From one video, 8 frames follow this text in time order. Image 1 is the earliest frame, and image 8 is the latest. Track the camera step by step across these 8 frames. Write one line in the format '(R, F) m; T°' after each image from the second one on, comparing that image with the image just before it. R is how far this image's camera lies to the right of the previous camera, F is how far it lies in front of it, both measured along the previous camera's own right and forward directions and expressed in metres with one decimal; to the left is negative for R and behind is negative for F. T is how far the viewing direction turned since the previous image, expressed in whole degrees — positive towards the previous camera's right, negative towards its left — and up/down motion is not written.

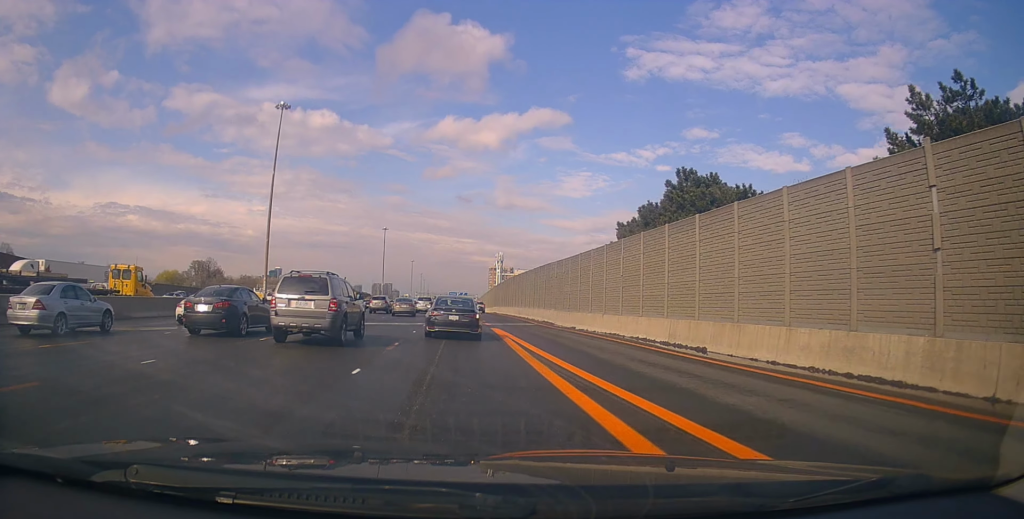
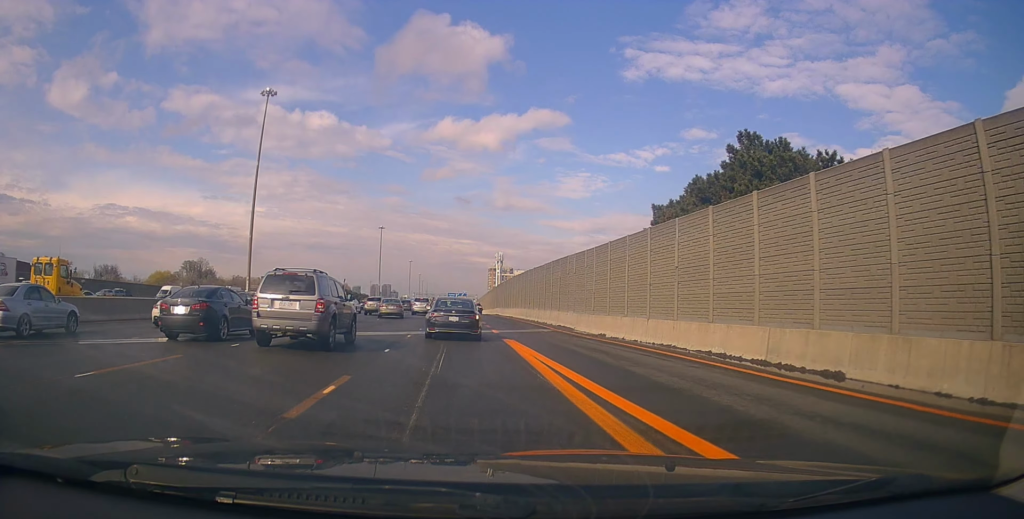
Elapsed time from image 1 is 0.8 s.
(0.0, +7.9) m; 0°
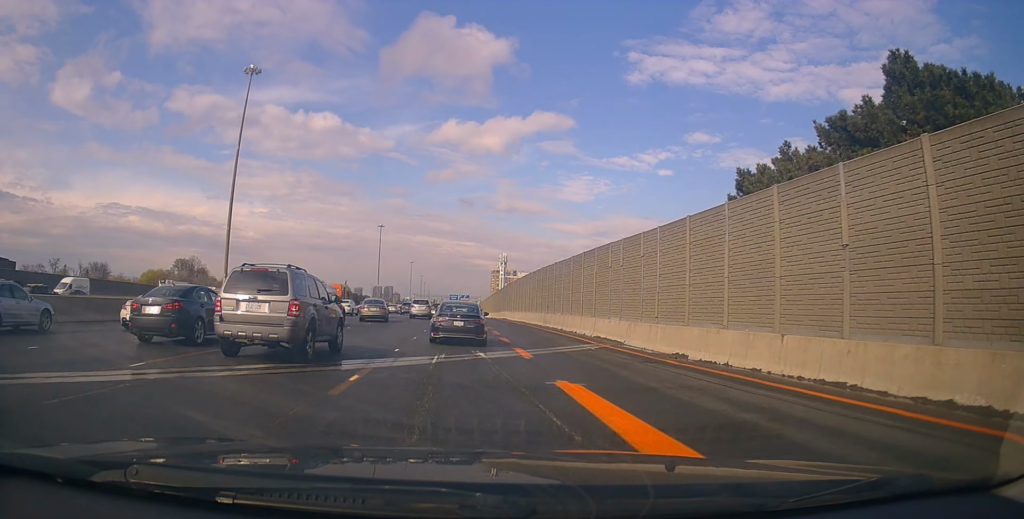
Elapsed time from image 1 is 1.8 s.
(-0.1, +10.6) m; -1°
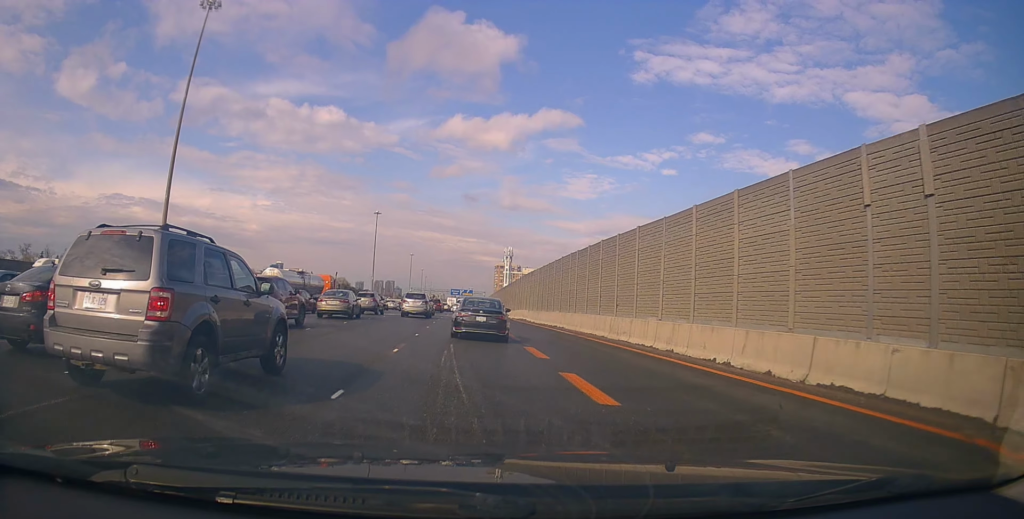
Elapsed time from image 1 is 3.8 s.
(+0.1, +20.0) m; +2°
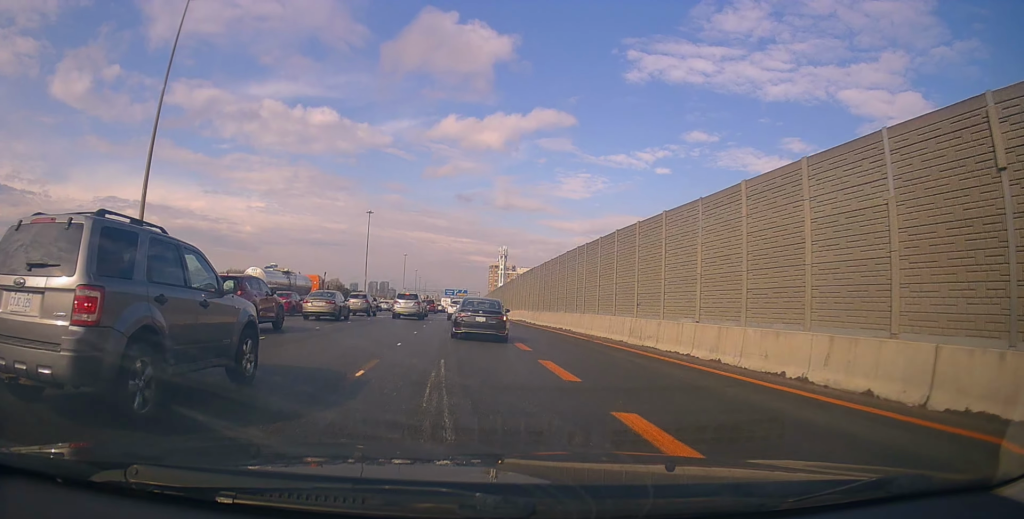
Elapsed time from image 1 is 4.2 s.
(0.0, +4.1) m; +1°
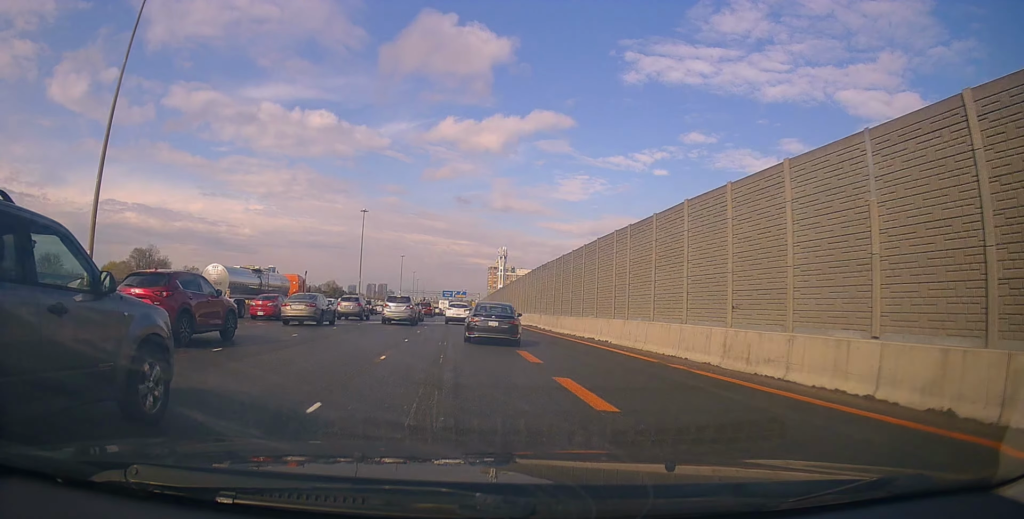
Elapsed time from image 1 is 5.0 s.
(+0.2, +9.0) m; +2°
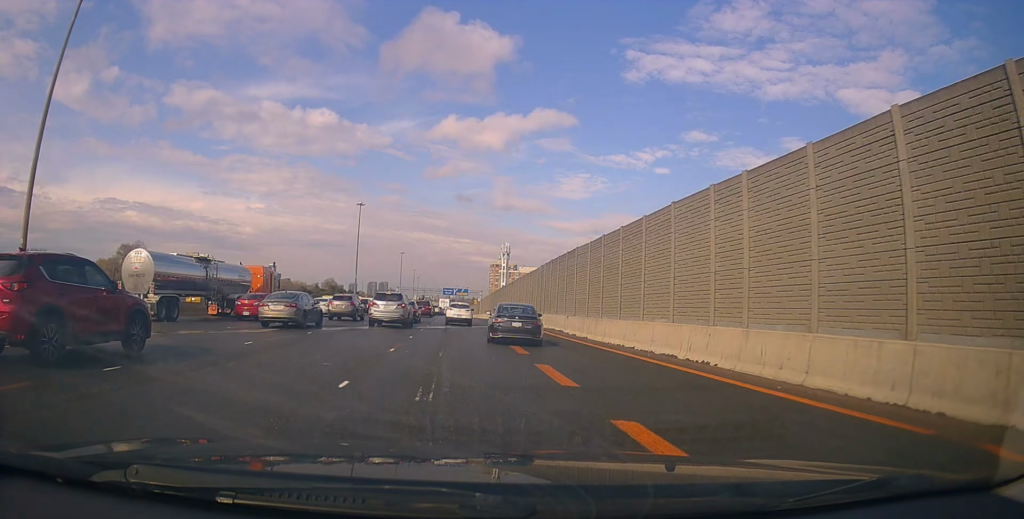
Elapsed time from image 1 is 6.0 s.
(+0.1, +10.2) m; -1°
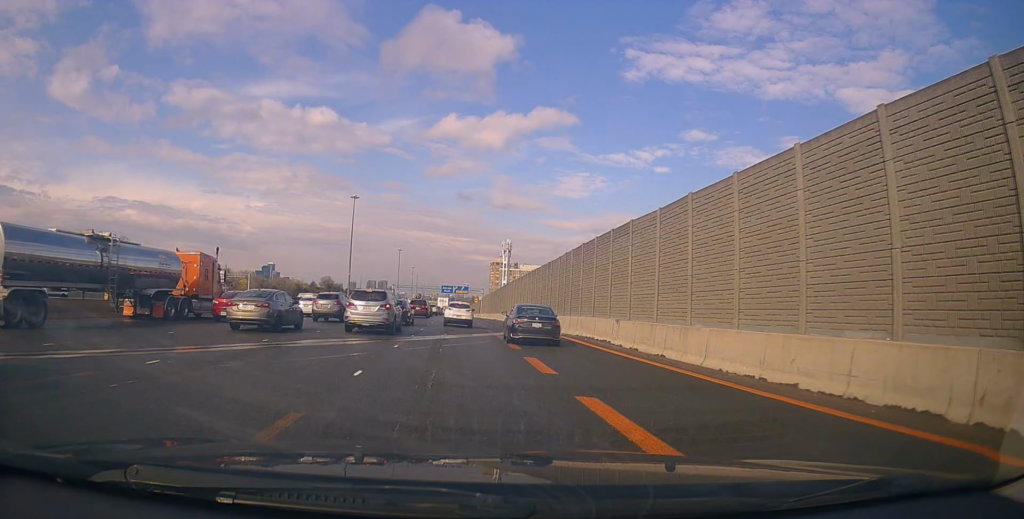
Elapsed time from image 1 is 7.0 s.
(-0.3, +10.5) m; -2°
